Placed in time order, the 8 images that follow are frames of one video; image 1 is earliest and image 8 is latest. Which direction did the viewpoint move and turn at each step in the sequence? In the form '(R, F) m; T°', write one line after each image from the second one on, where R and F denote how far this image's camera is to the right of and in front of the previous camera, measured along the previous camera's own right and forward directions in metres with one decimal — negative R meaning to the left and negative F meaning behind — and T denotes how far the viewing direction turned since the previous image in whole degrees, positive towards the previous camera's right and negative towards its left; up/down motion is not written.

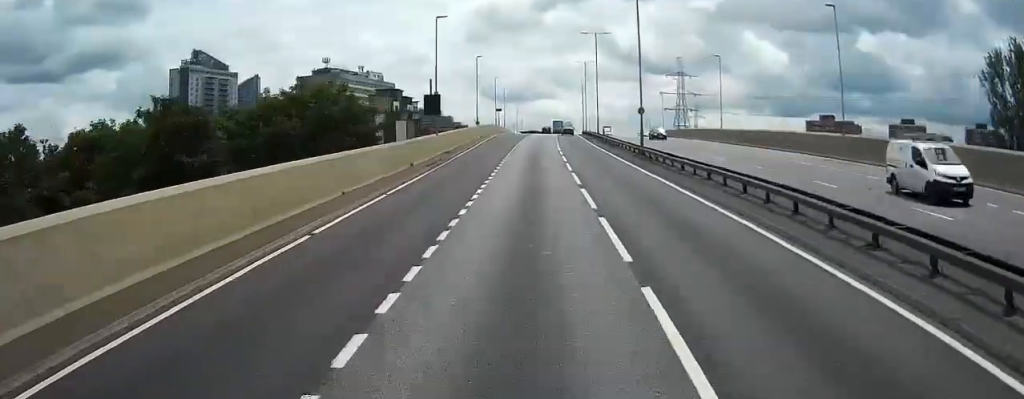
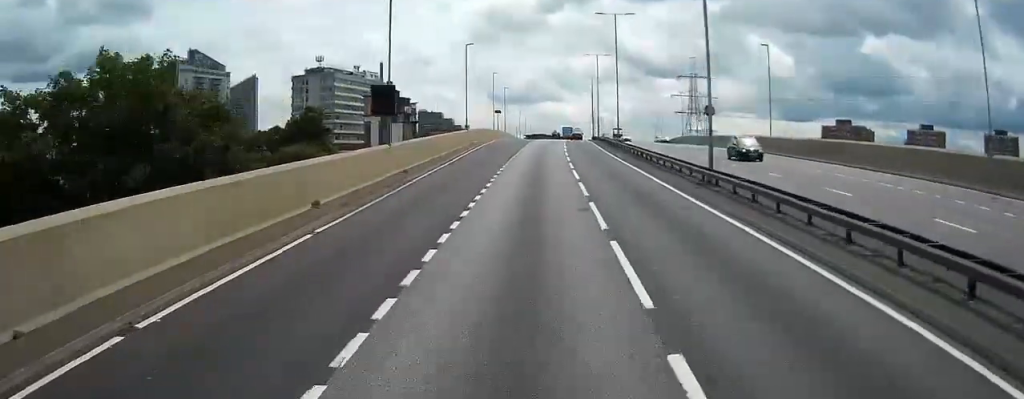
(0.0, +17.9) m; +1°
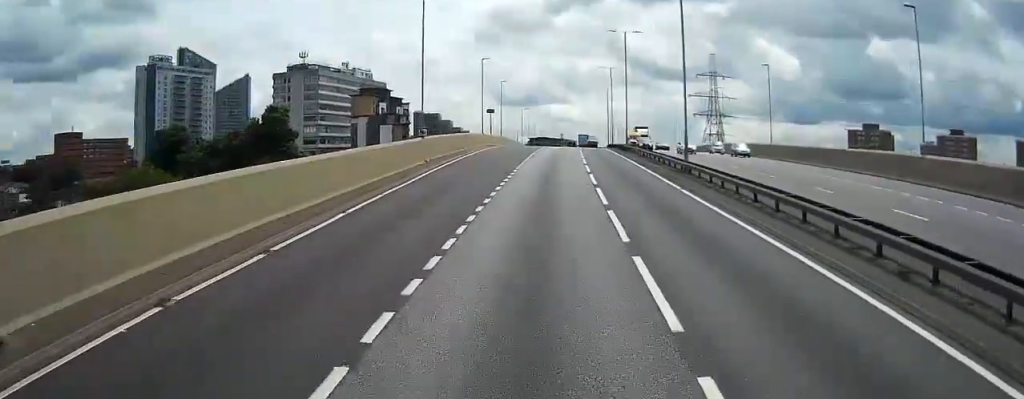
(+0.8, +29.1) m; +2°
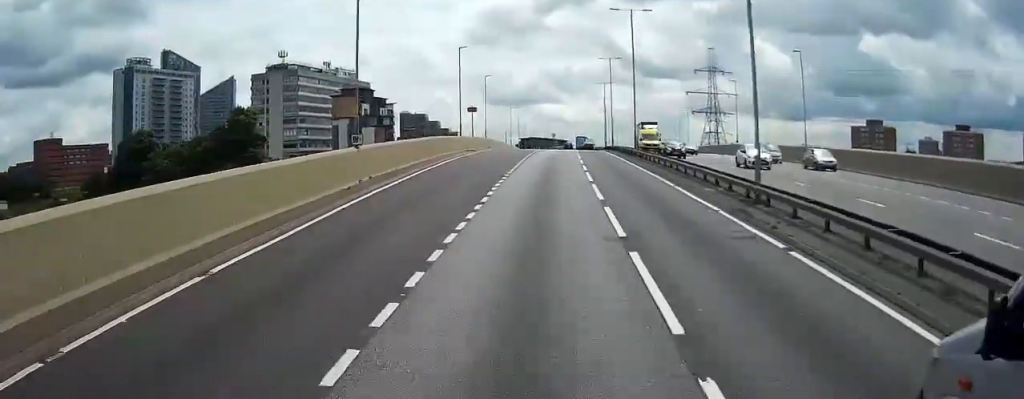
(+0.1, +14.6) m; -1°
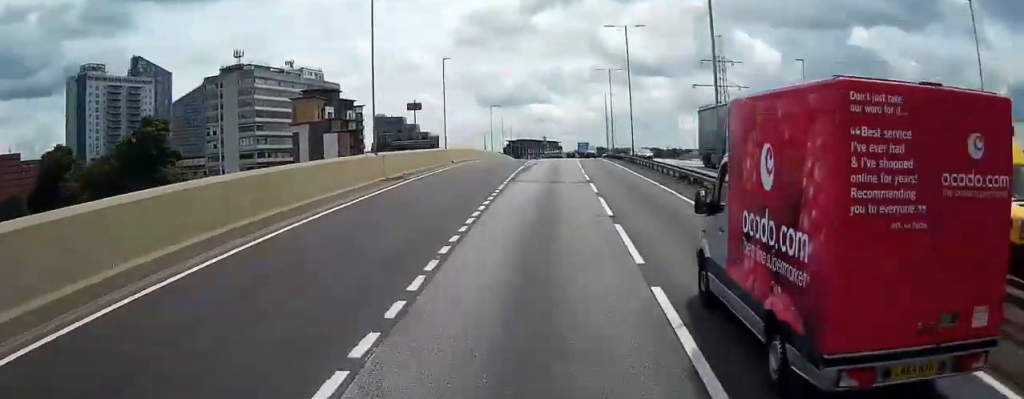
(-0.9, +32.1) m; -2°
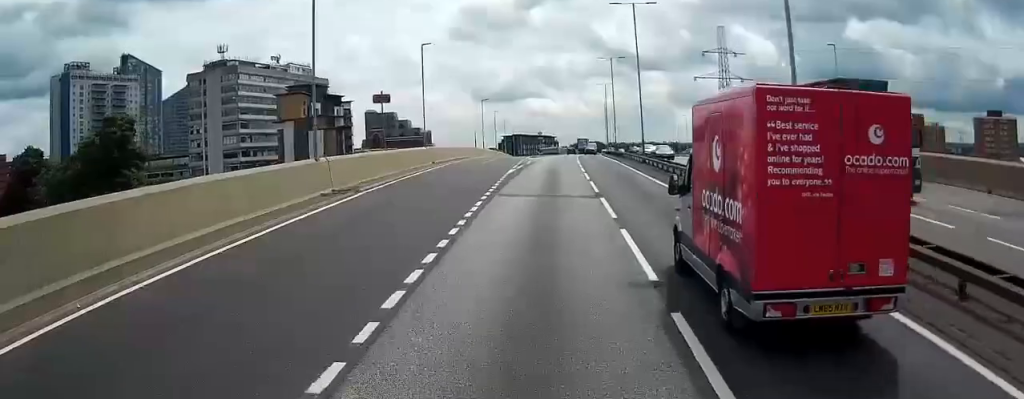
(0.0, +10.0) m; 0°
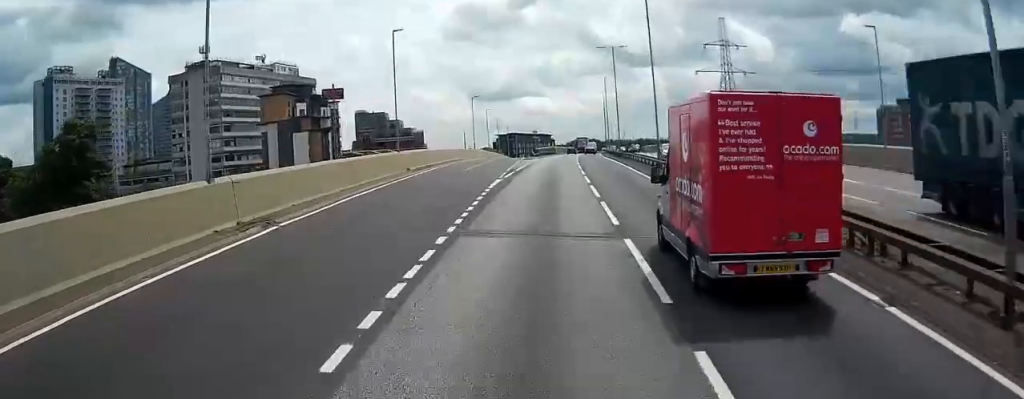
(-0.1, +9.3) m; +1°
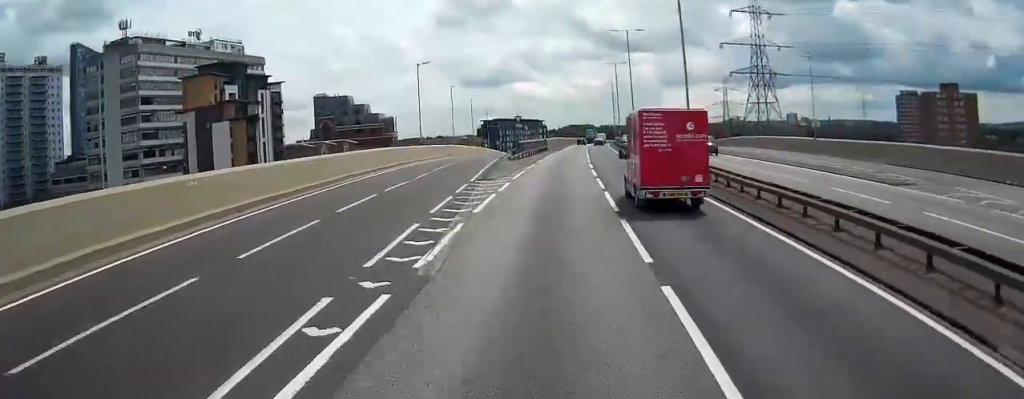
(+1.3, +44.6) m; +2°
